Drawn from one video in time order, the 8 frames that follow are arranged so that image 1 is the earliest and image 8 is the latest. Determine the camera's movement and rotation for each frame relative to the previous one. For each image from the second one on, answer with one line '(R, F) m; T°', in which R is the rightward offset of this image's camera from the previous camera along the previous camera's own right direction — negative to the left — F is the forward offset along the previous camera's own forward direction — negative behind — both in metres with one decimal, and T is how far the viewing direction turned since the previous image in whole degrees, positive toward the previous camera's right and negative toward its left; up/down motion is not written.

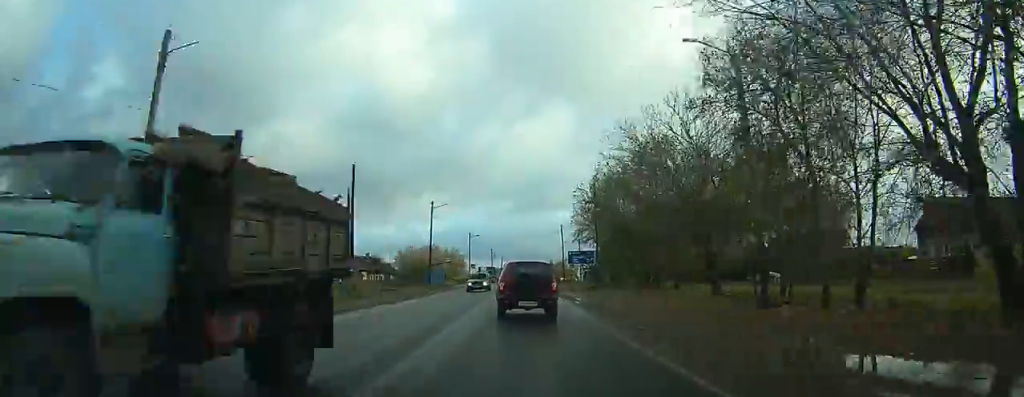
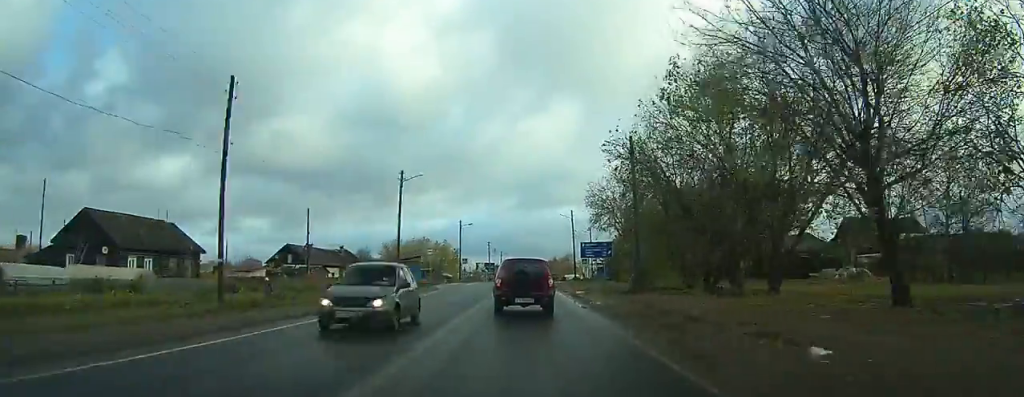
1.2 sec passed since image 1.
(0.0, +17.2) m; 0°
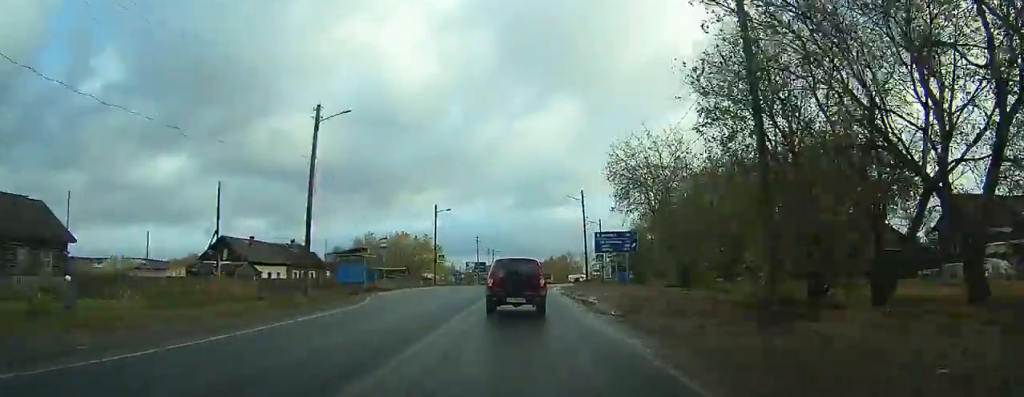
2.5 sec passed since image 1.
(+0.1, +19.1) m; 0°
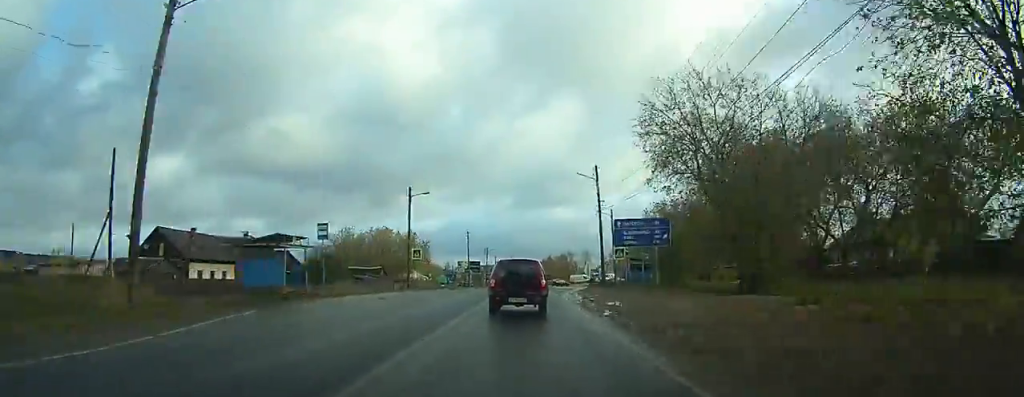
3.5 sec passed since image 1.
(0.0, +13.4) m; 0°
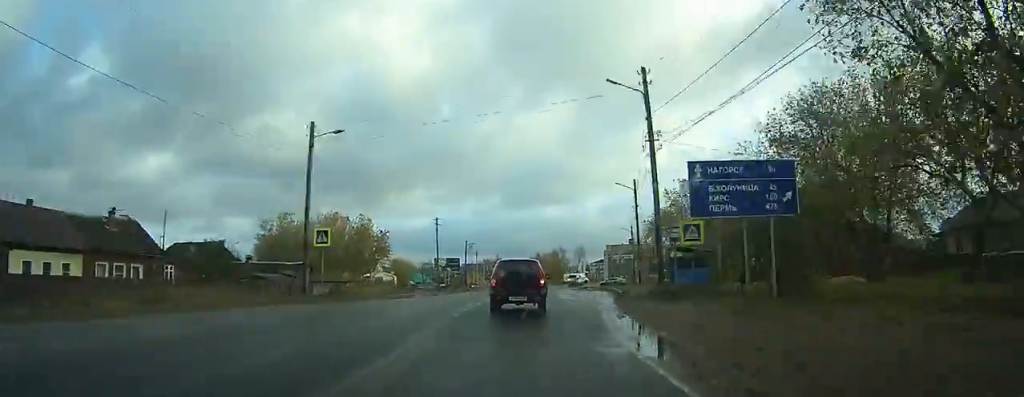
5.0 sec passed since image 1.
(+0.1, +22.1) m; +1°
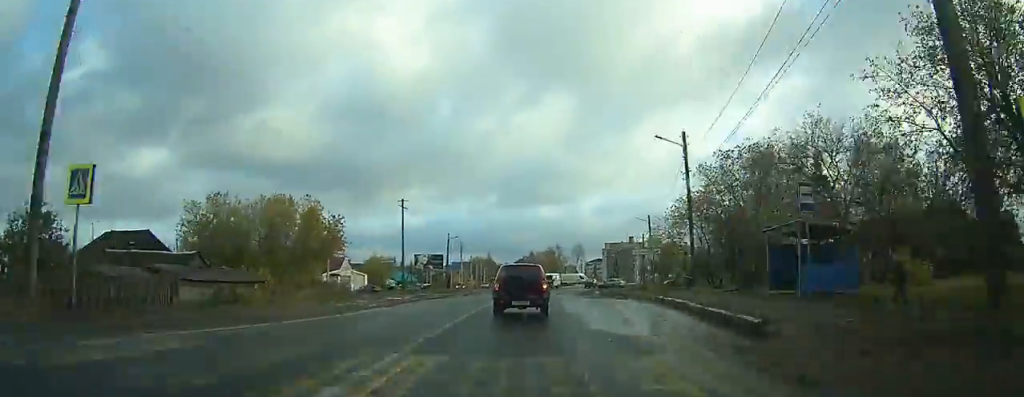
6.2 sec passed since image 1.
(0.0, +17.2) m; +1°
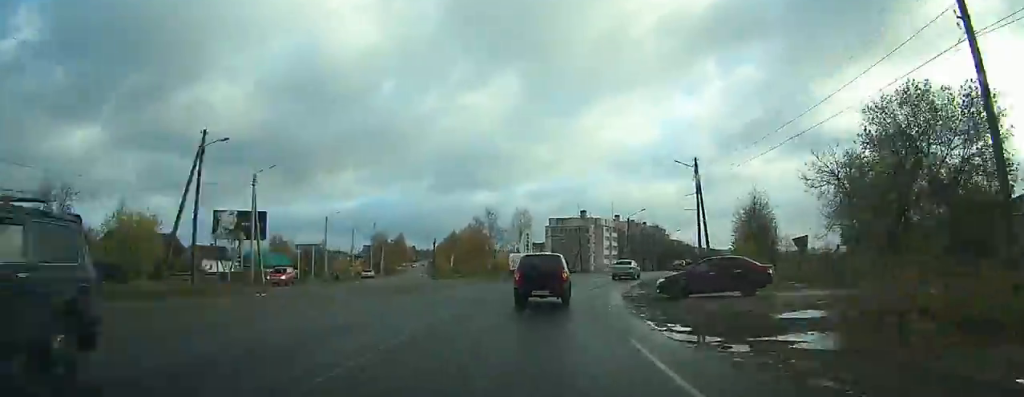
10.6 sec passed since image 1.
(+3.2, +61.2) m; +8°
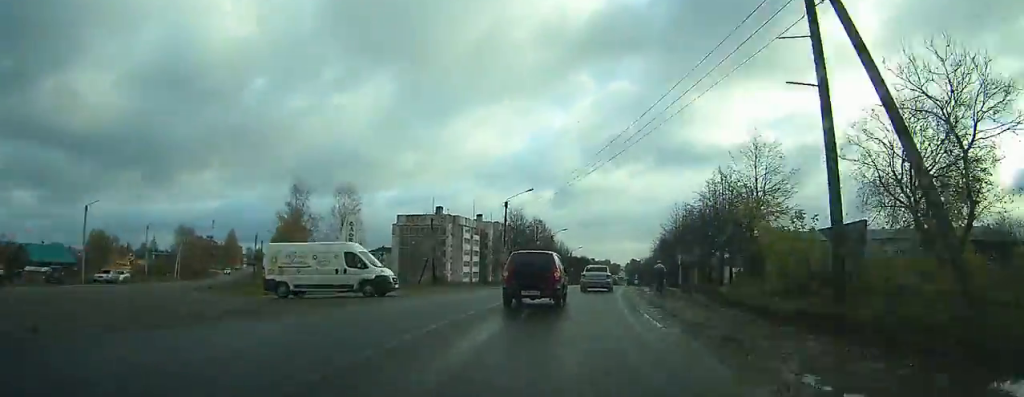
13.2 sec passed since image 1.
(+2.7, +33.4) m; +11°
